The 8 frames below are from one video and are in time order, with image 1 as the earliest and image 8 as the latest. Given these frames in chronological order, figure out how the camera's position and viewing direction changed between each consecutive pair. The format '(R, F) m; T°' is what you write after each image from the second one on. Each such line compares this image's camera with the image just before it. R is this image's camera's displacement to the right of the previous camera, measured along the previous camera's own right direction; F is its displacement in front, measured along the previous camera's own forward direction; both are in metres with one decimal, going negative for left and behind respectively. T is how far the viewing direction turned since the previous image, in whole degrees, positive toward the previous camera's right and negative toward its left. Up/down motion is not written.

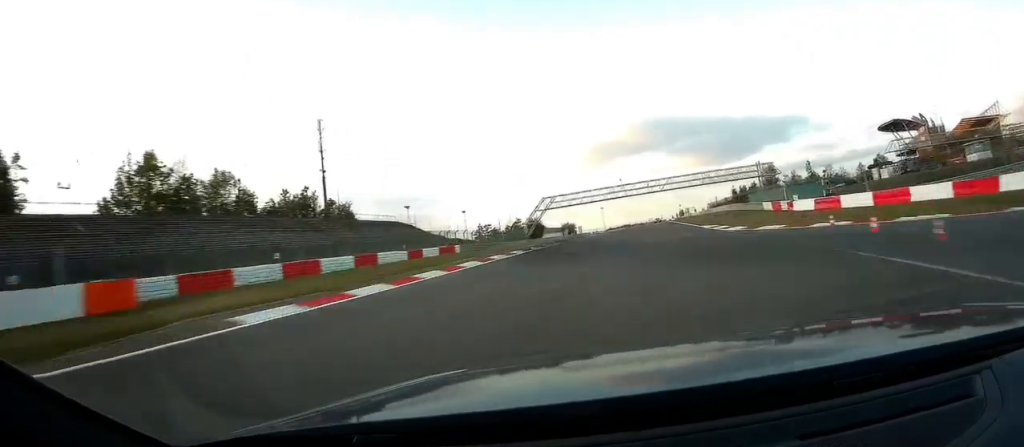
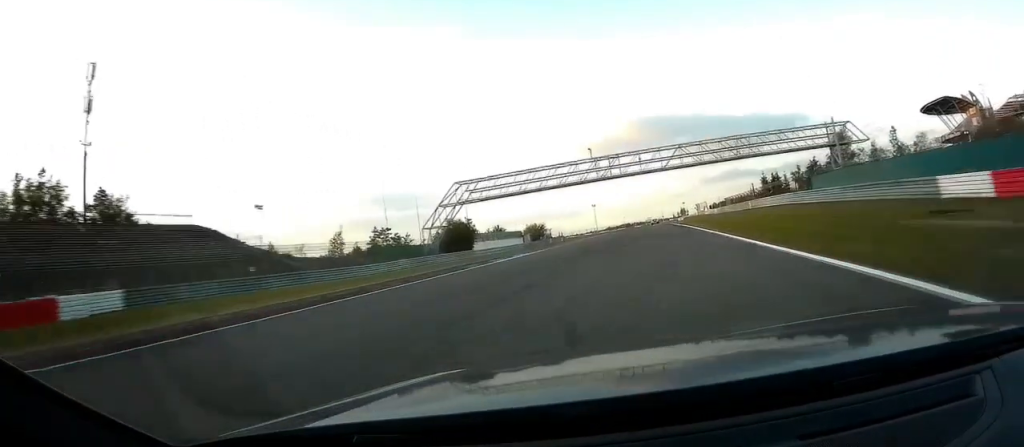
(-0.1, +41.6) m; 0°
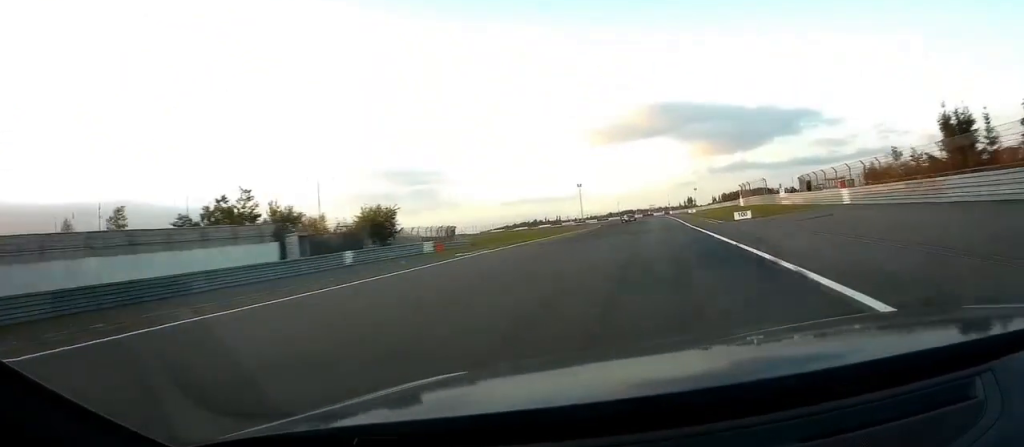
(-0.1, +56.2) m; -1°
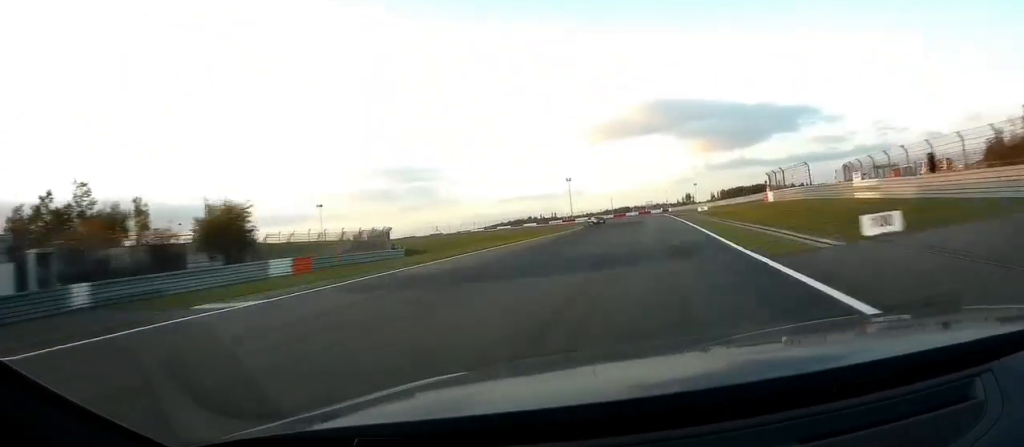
(0.0, +15.6) m; -1°
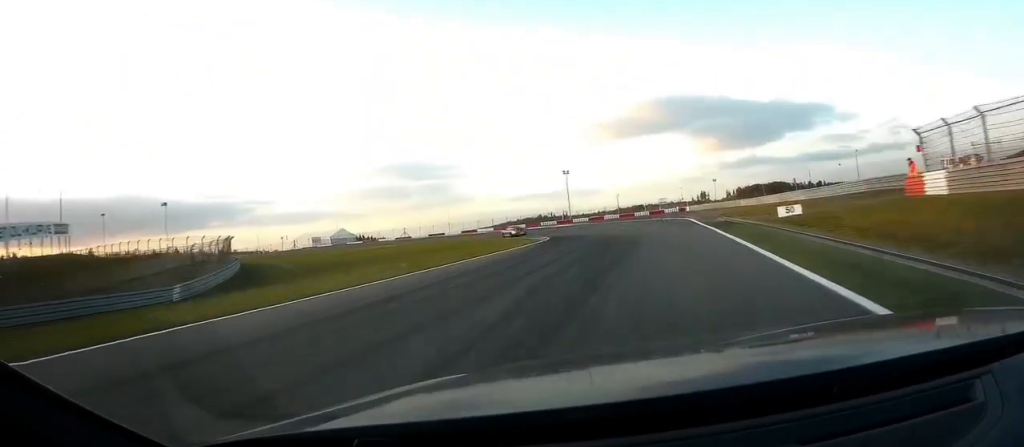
(-0.1, +26.2) m; -3°
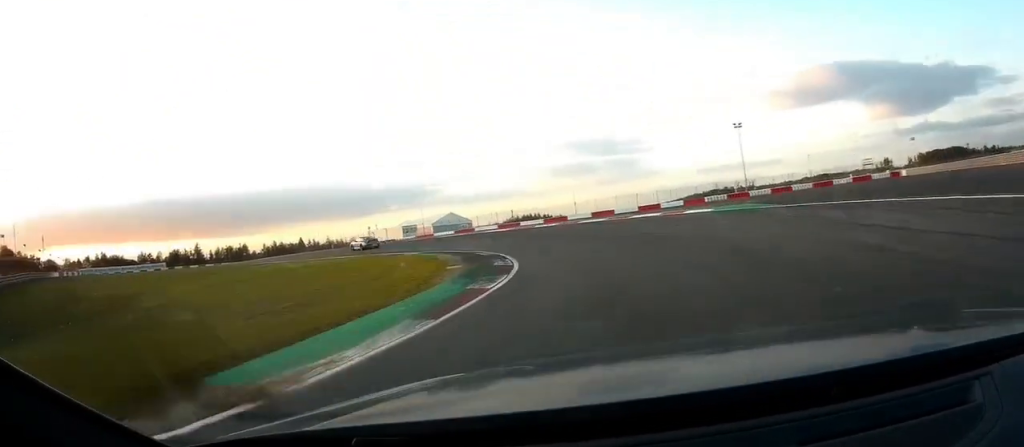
(-8.4, +49.1) m; -25°
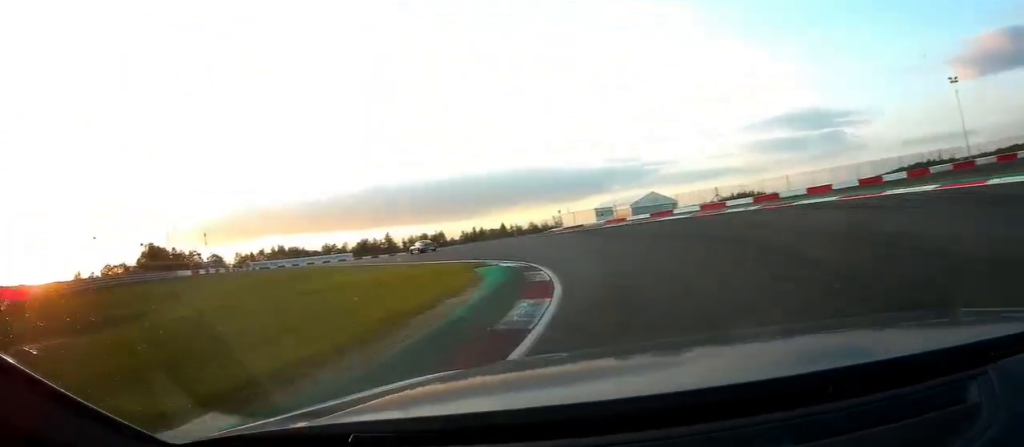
(-3.0, +20.0) m; -18°
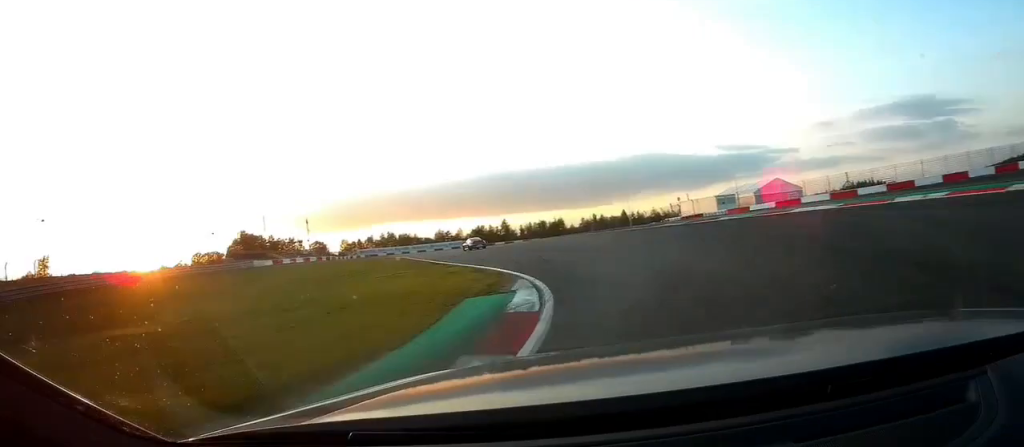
(-0.3, +11.6) m; -12°
